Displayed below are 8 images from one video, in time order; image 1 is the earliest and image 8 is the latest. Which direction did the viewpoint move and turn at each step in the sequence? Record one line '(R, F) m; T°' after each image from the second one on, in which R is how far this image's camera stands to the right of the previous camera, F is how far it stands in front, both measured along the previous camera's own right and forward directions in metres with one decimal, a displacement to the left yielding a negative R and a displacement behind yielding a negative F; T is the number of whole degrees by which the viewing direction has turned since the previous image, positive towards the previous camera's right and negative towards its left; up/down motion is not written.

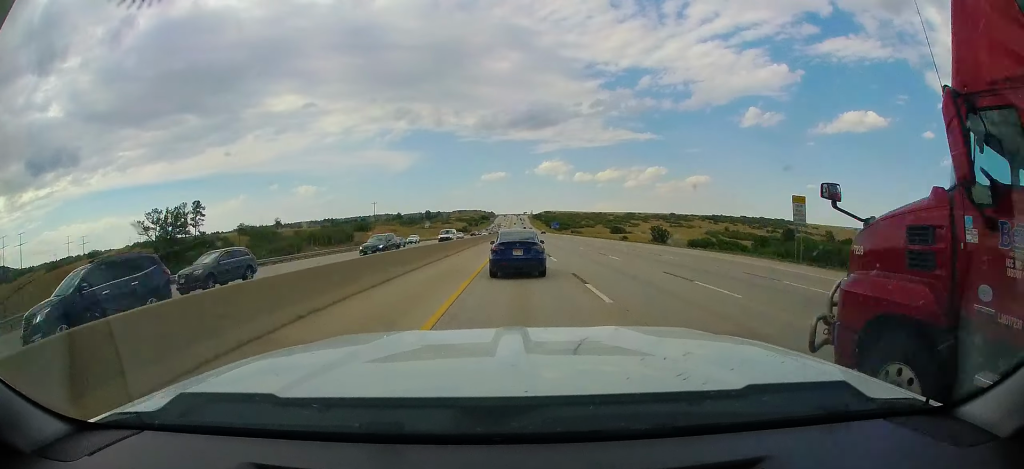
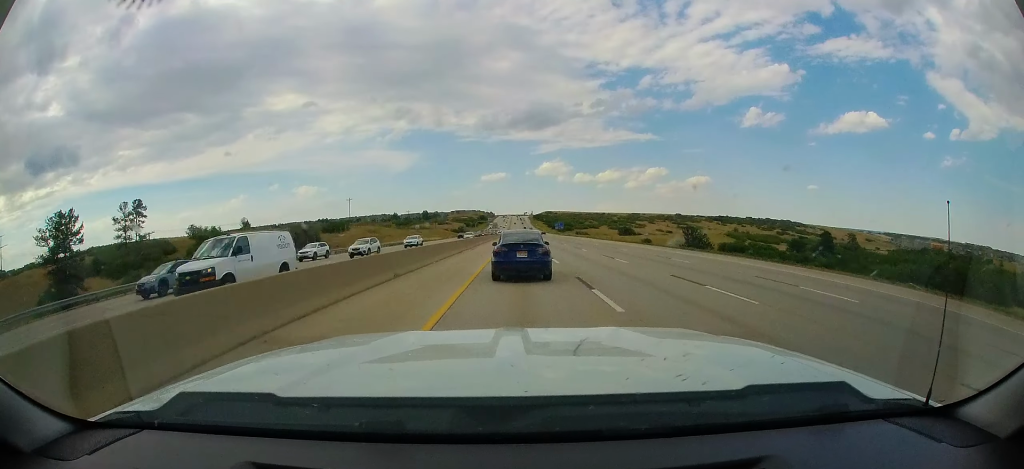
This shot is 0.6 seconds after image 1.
(-0.6, +25.1) m; 0°
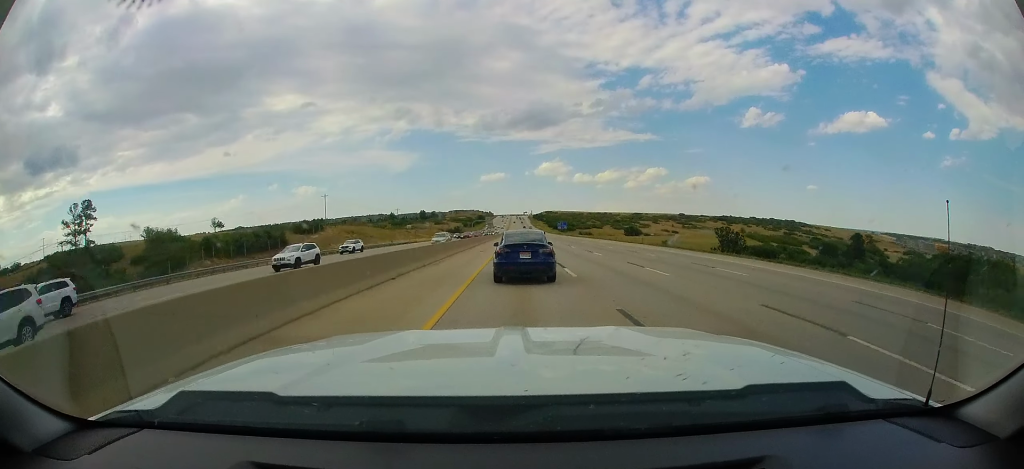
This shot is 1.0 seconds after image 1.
(+0.3, +17.9) m; 0°
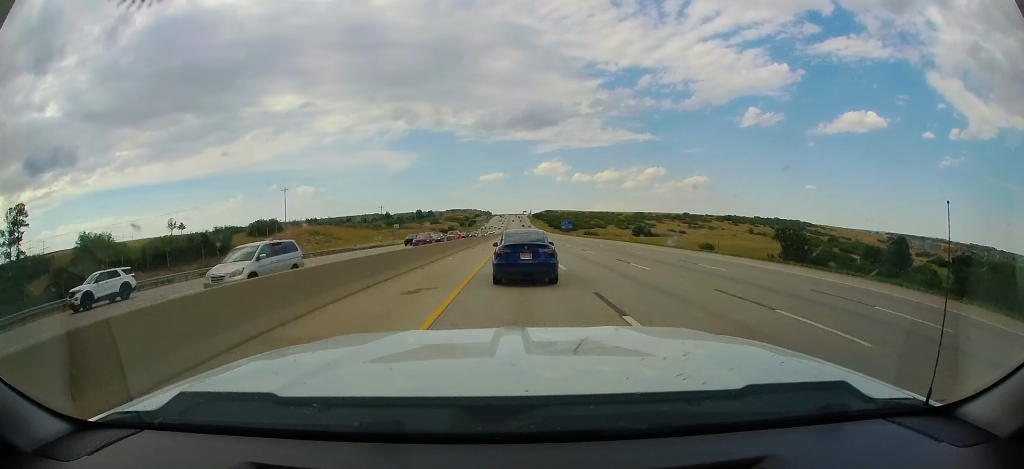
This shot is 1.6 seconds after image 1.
(+0.4, +22.1) m; 0°
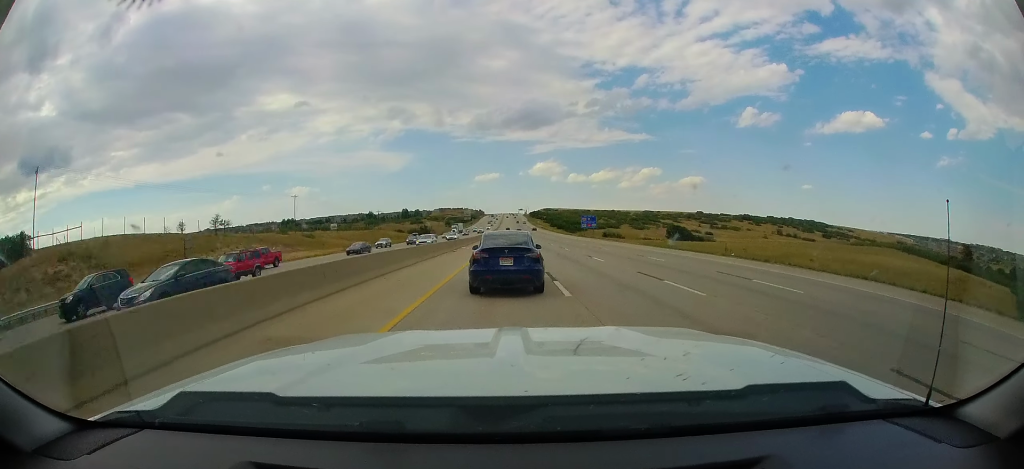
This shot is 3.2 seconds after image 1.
(-0.6, +67.1) m; 0°
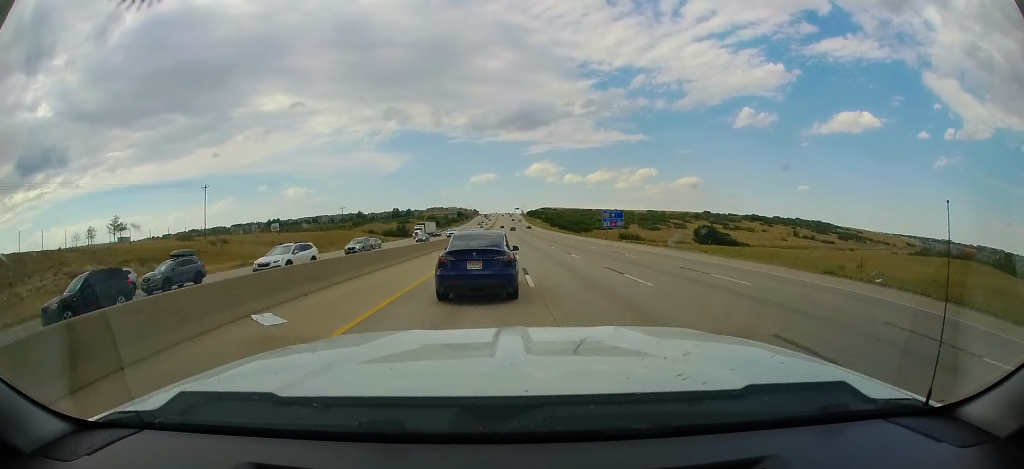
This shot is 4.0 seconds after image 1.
(+0.3, +34.2) m; +1°
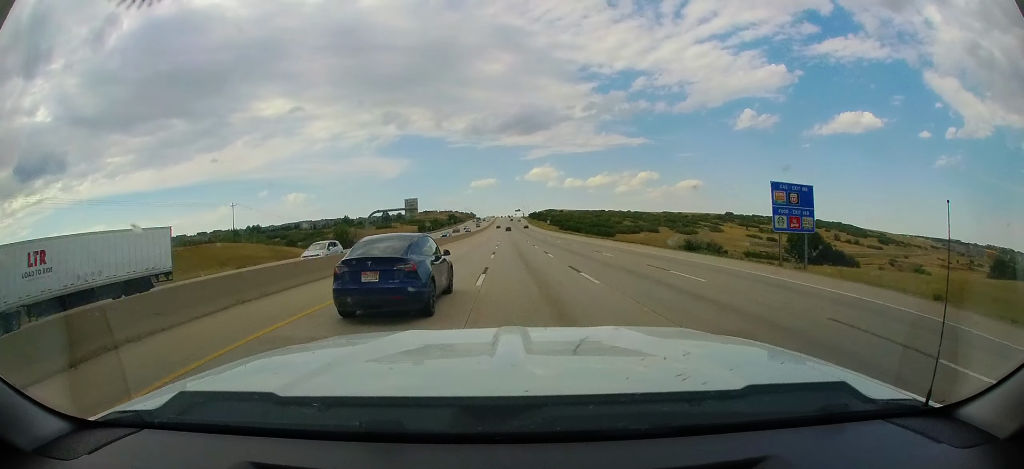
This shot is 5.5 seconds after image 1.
(+0.8, +60.0) m; 0°
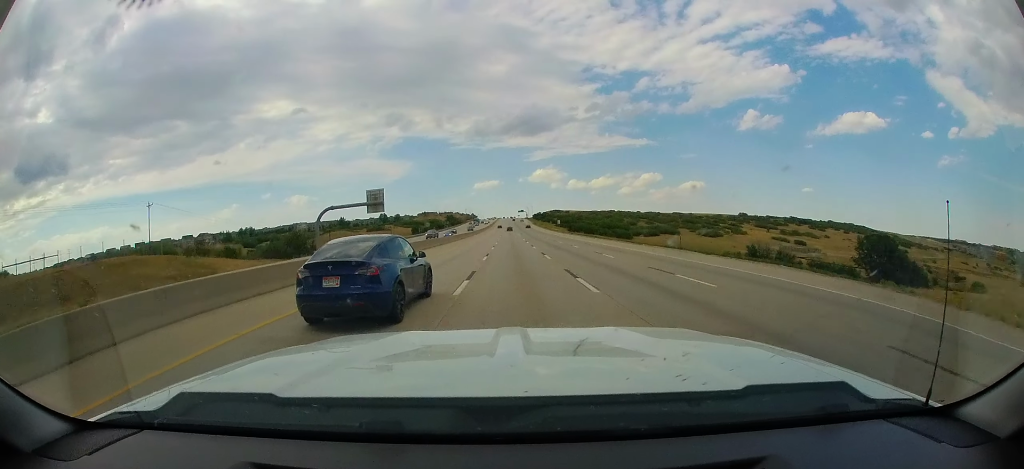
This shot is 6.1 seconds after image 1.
(-0.2, +25.8) m; -1°
